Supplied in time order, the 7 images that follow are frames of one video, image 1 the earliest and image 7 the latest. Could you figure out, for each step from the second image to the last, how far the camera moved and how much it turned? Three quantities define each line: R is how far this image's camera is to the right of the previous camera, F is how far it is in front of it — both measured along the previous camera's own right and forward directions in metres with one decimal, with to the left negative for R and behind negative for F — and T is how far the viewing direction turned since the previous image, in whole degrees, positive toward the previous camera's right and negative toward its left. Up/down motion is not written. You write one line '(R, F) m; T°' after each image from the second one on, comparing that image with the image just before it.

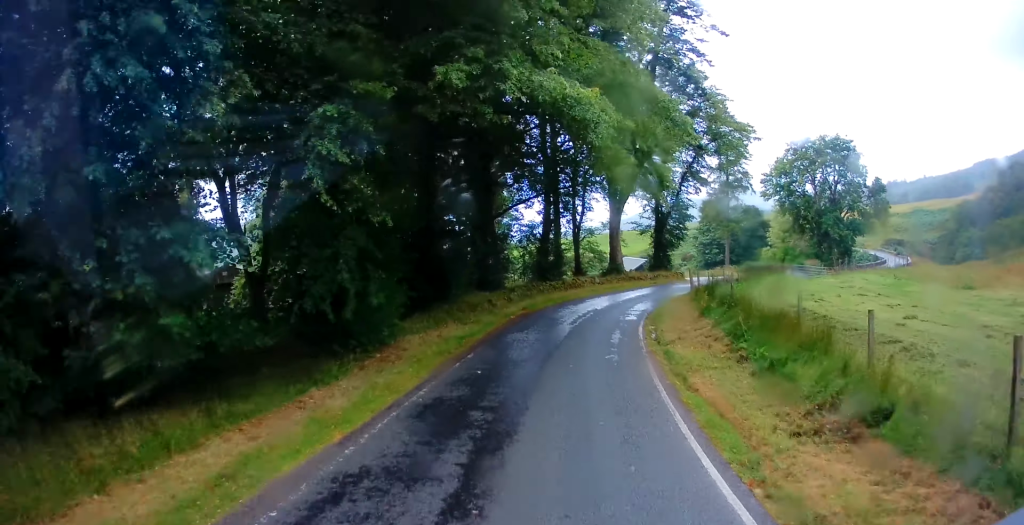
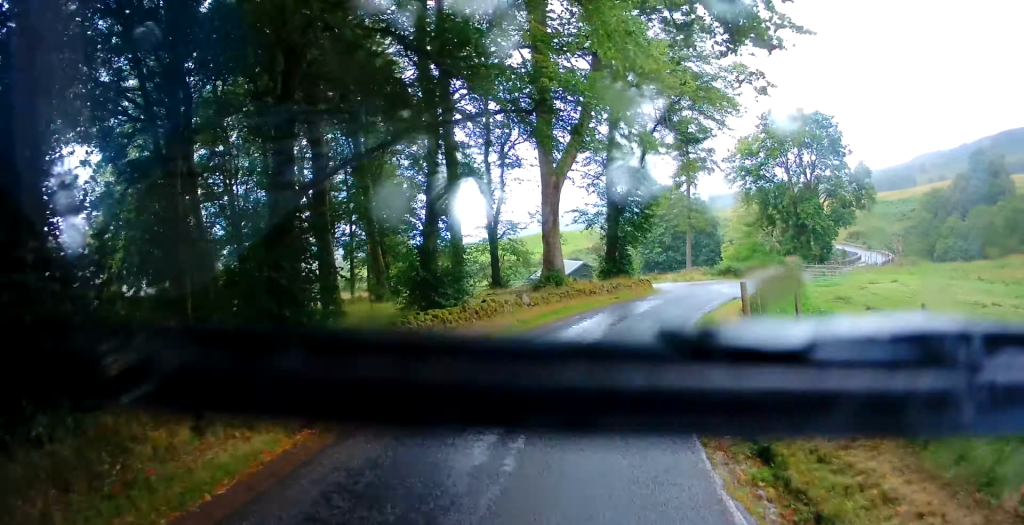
(+0.7, +14.4) m; +8°
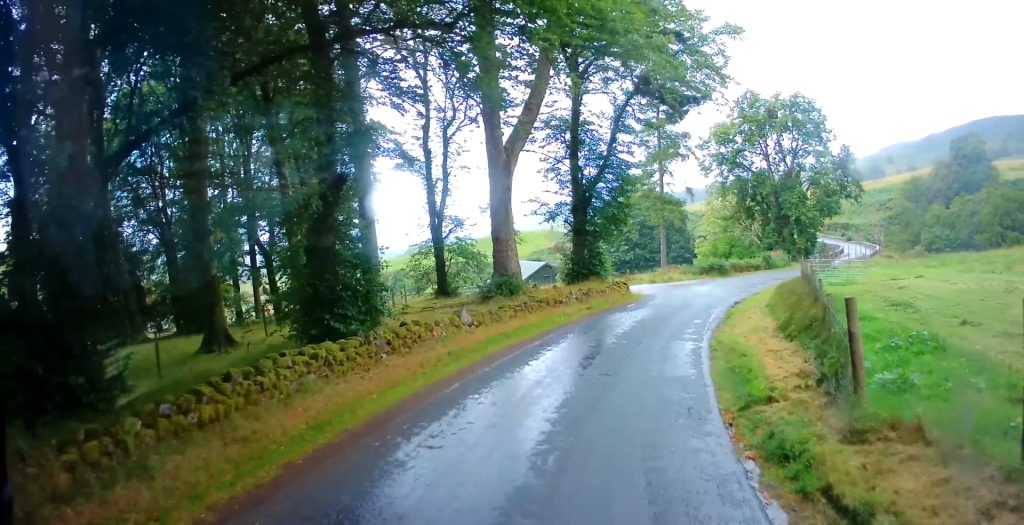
(0.0, +5.6) m; +6°
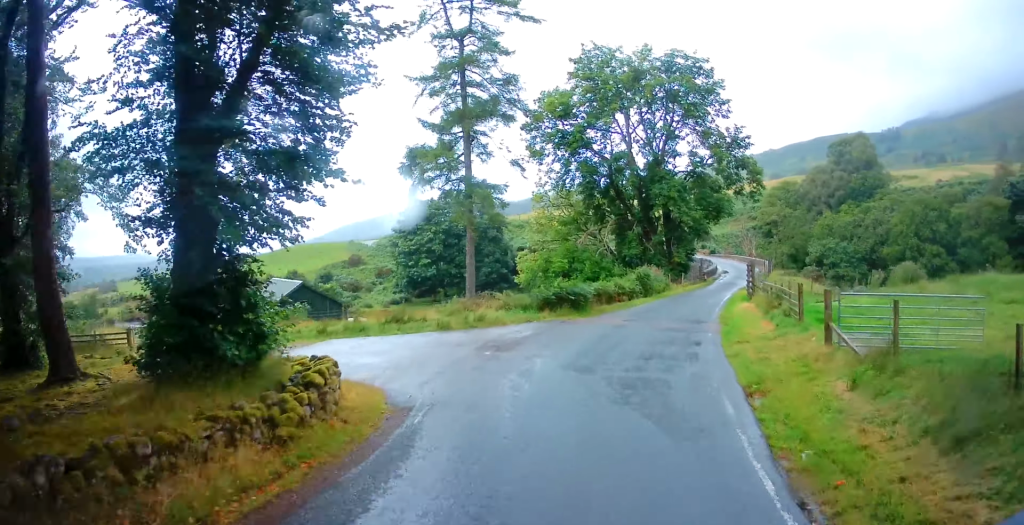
(+4.0, +17.9) m; +24°
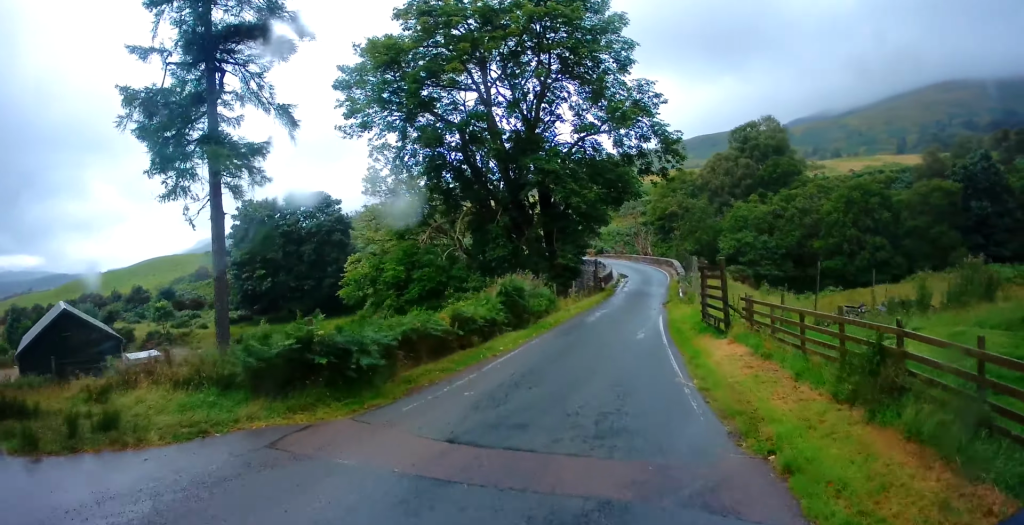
(+1.7, +13.1) m; +13°
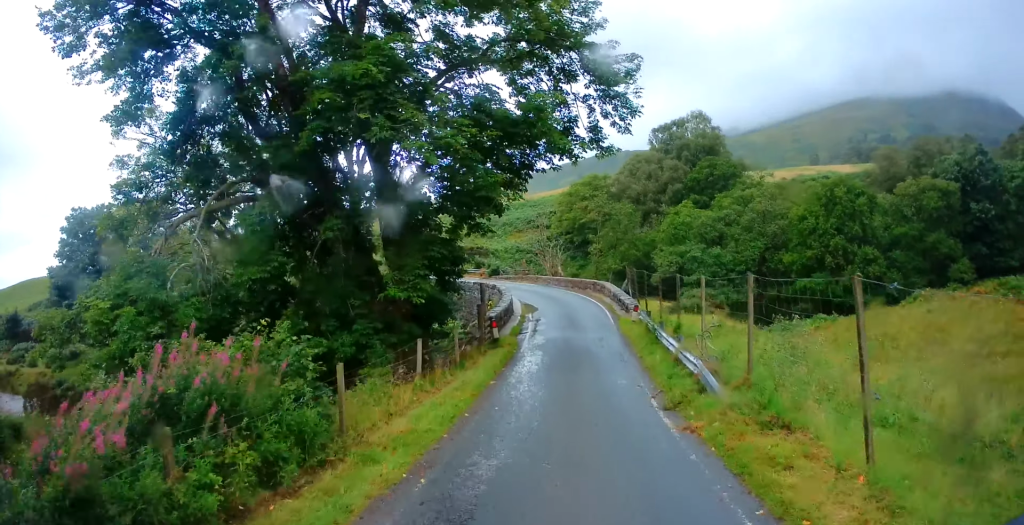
(+1.1, +16.1) m; +6°
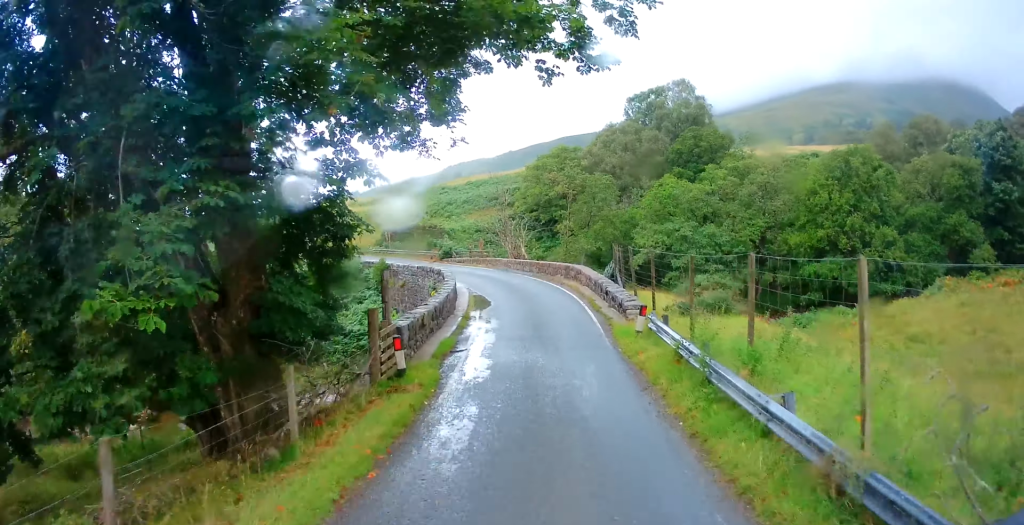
(0.0, +7.8) m; +2°
